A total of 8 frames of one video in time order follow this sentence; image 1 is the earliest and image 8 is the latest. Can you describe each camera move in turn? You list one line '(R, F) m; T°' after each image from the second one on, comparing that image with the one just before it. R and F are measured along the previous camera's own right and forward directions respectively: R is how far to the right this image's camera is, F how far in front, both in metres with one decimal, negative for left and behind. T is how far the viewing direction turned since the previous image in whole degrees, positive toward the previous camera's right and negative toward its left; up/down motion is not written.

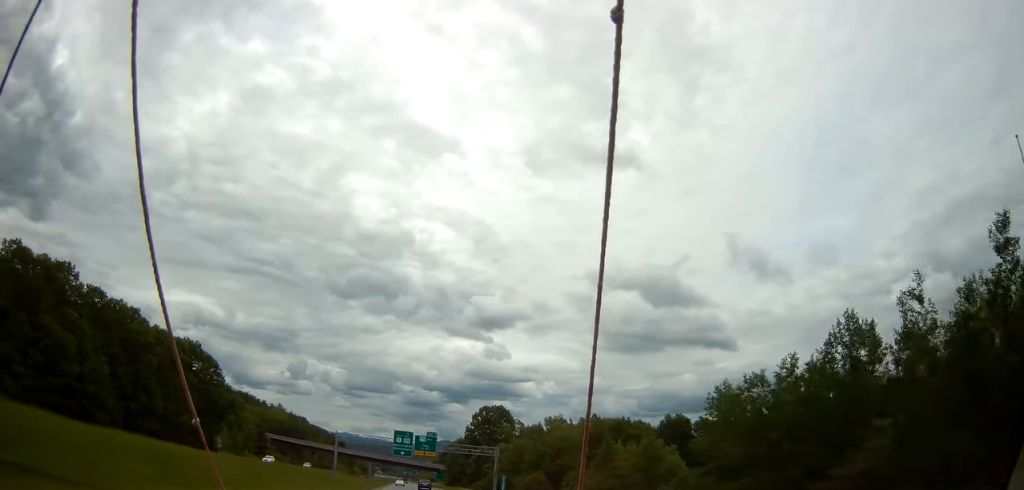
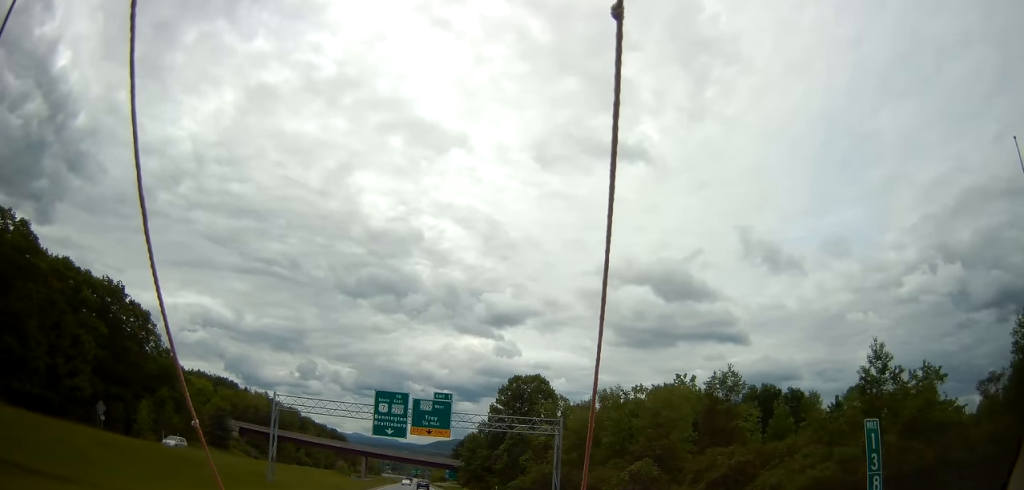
(-0.2, +45.3) m; -1°
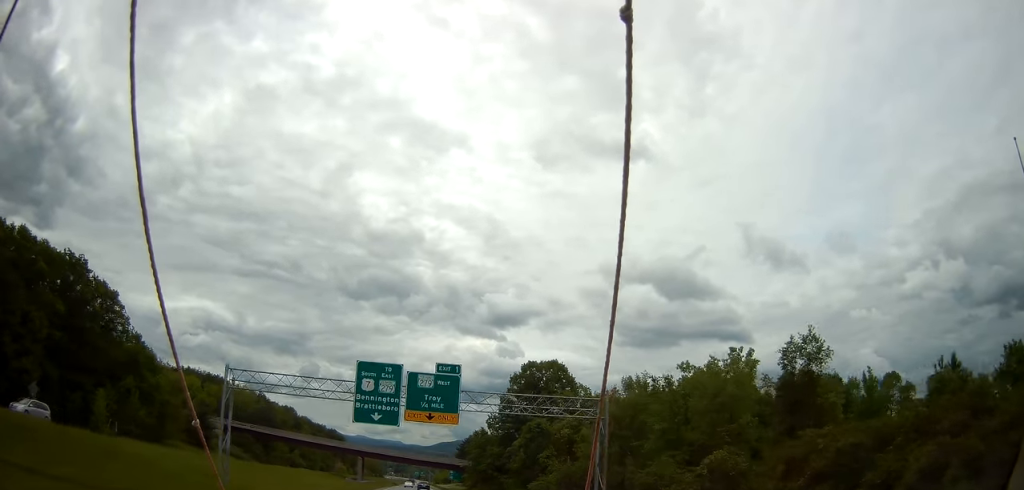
(0.0, +14.9) m; -1°
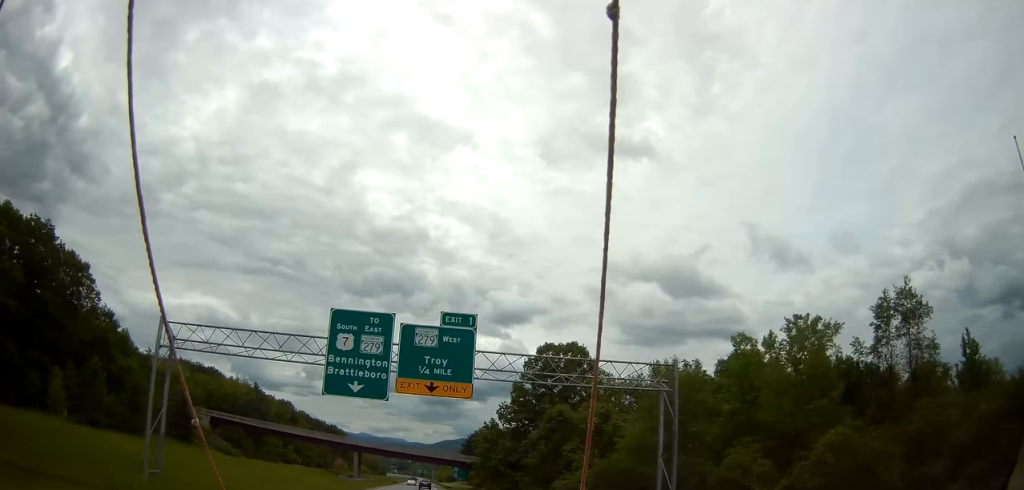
(-0.1, +12.4) m; -1°
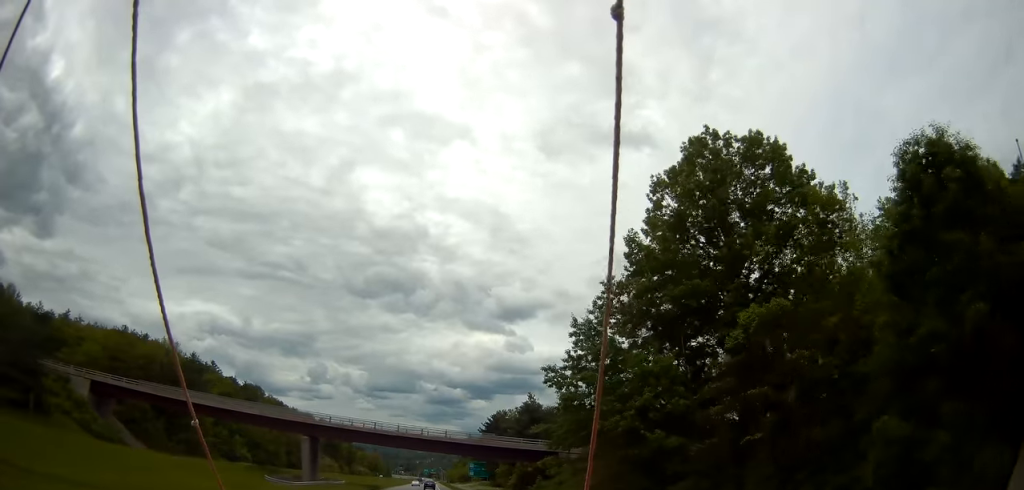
(-0.3, +56.7) m; 0°
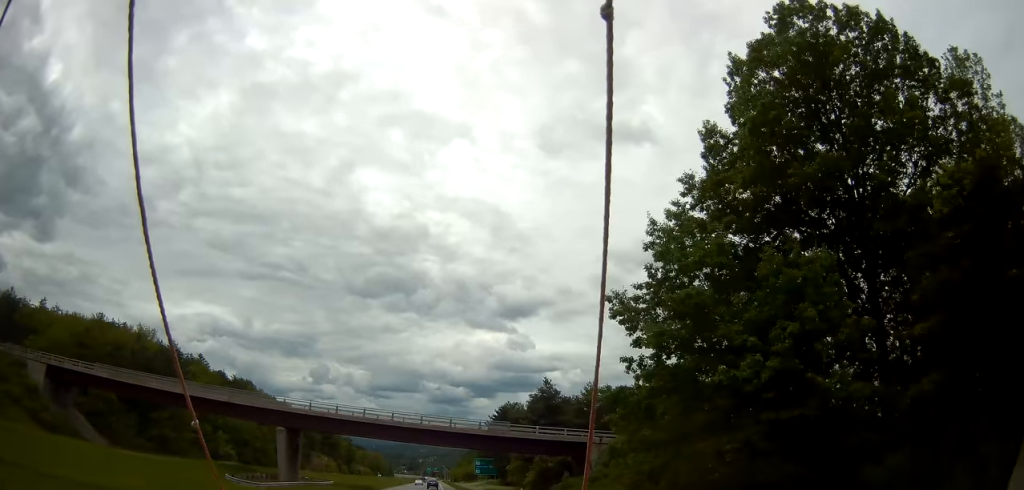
(-0.2, +13.0) m; 0°
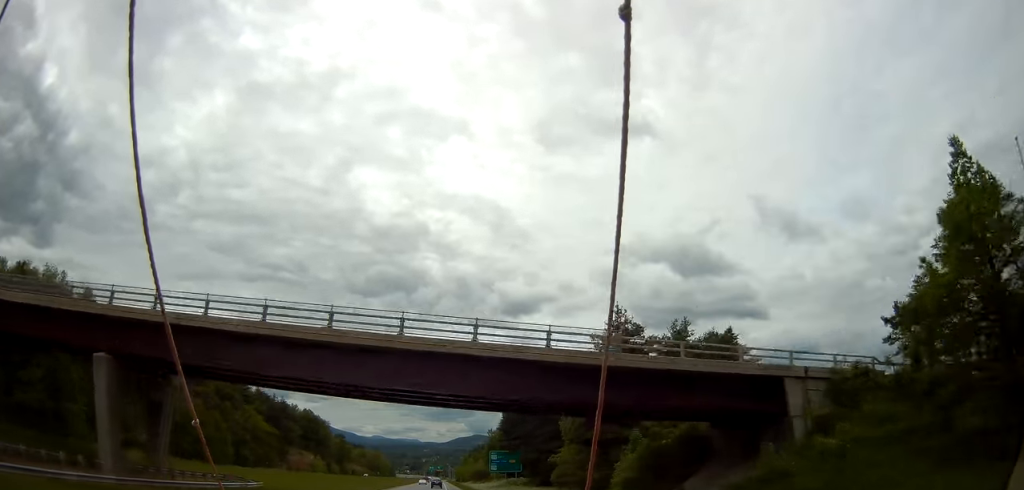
(-0.2, +35.8) m; 0°
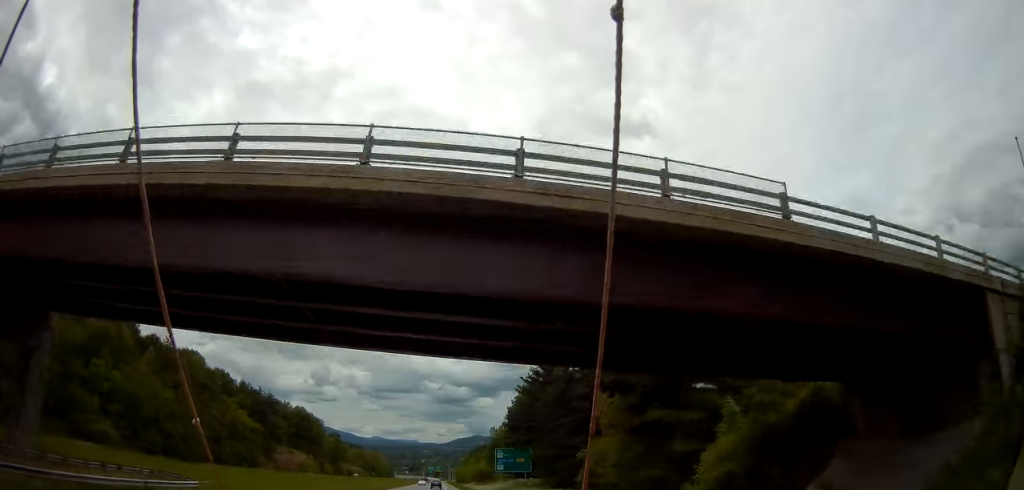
(0.0, +13.0) m; 0°
